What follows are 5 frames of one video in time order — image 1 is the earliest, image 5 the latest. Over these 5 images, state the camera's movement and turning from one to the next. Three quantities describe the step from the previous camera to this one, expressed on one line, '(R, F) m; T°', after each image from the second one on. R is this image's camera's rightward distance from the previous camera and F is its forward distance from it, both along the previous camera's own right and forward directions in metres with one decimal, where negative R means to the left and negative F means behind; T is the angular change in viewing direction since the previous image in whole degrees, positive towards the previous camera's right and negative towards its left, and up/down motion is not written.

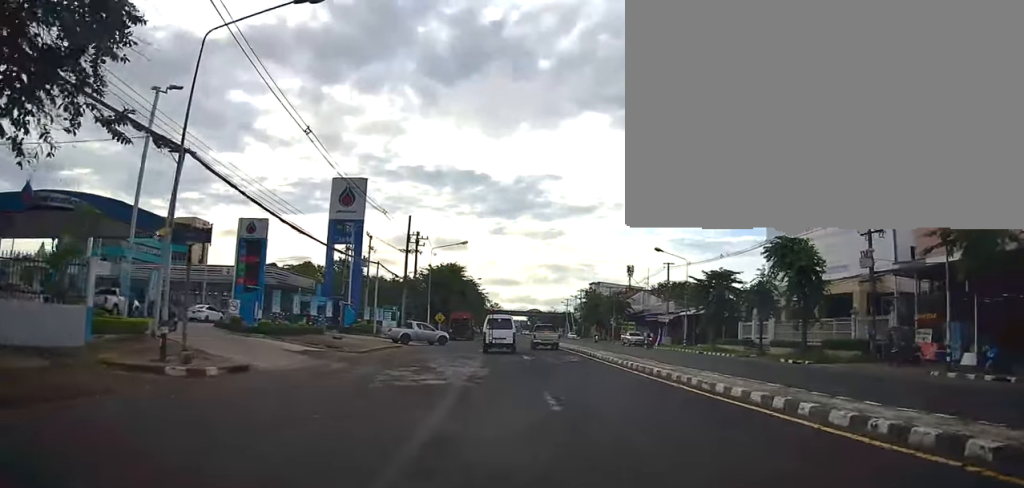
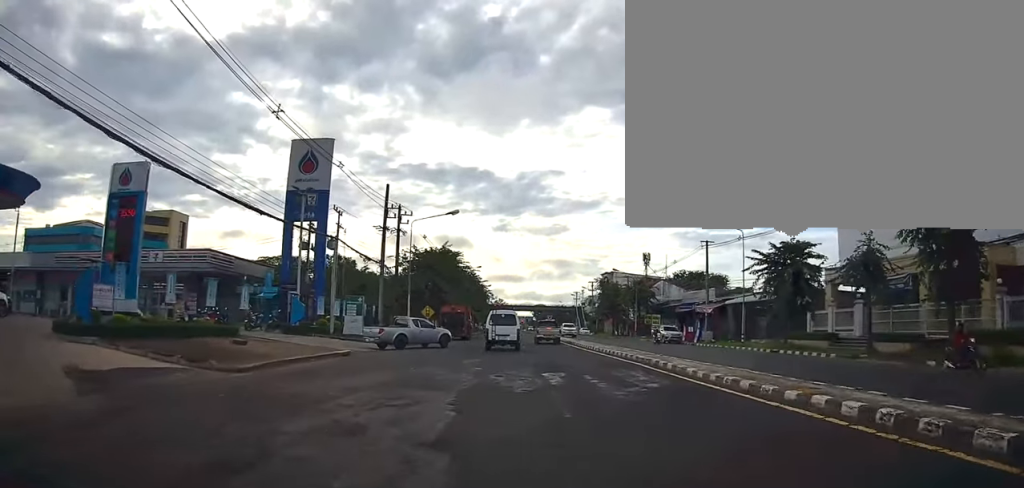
(+0.1, +13.0) m; -1°
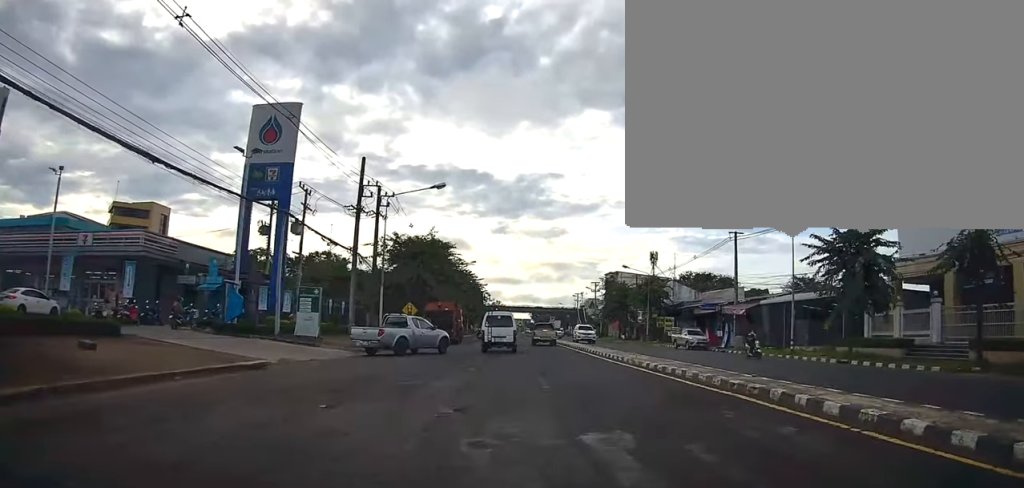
(-0.3, +8.3) m; 0°
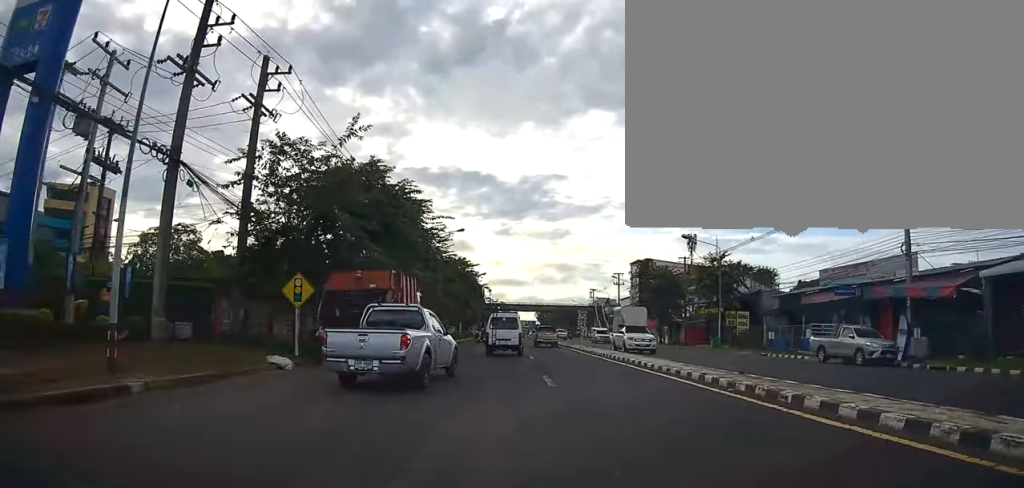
(0.0, +23.3) m; 0°
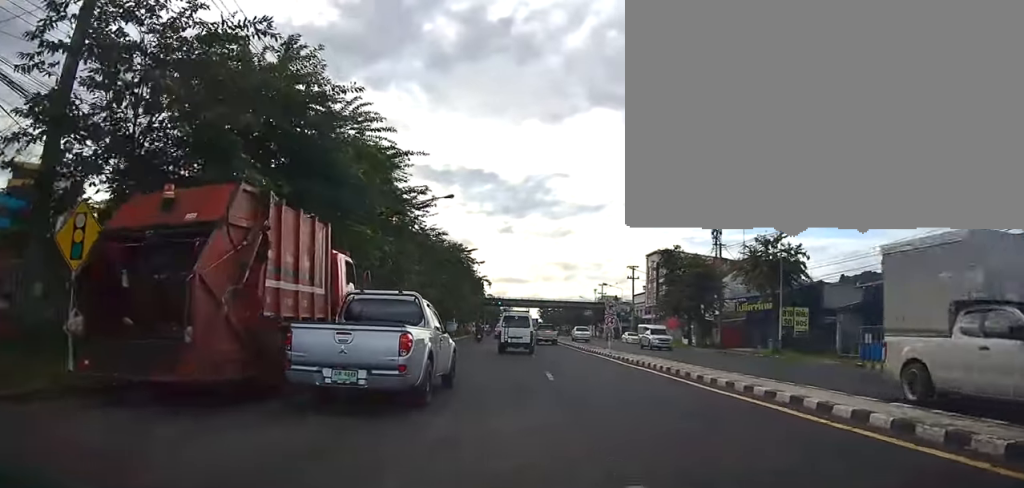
(+0.1, +11.4) m; -2°
